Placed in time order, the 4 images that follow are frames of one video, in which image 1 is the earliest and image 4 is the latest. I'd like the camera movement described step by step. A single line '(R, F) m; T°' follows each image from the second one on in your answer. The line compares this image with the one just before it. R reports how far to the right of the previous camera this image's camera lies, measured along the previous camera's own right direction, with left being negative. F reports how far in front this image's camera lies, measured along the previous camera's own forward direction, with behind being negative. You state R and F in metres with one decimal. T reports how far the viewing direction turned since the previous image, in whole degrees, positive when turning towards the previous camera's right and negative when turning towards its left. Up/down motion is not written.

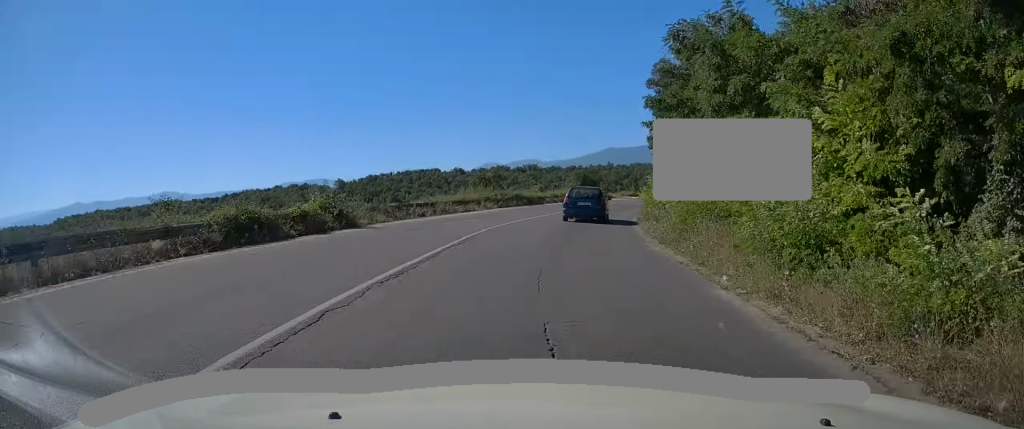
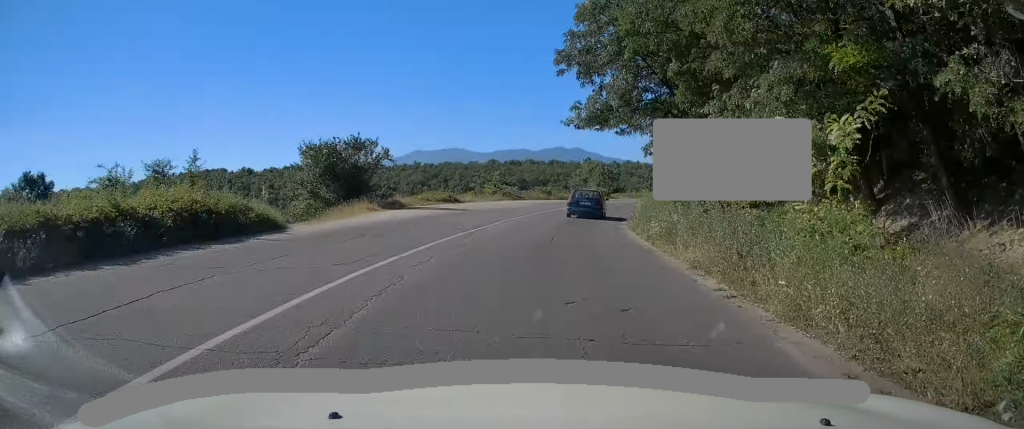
(+7.6, +48.7) m; +16°
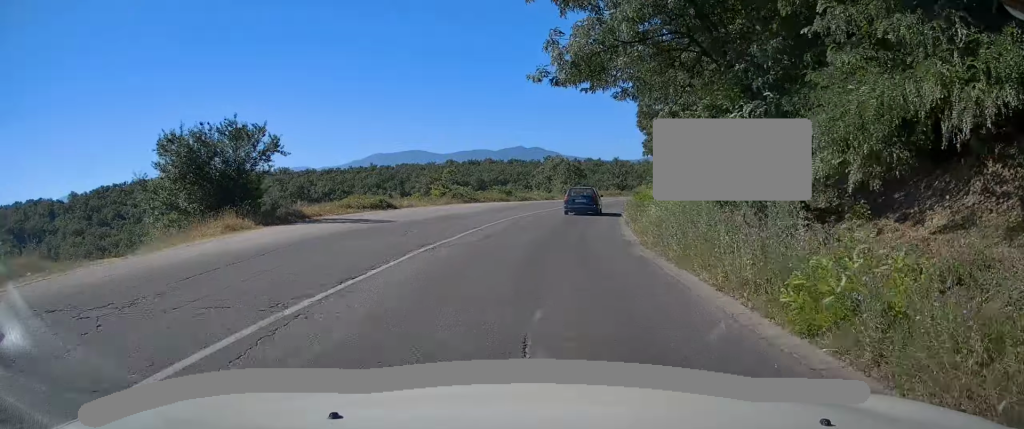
(+0.2, +10.7) m; +3°
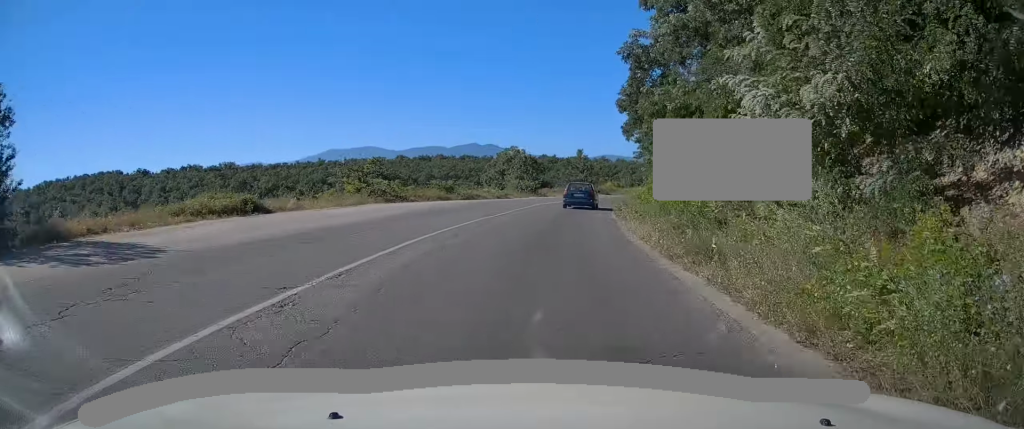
(+0.5, +12.9) m; +4°
